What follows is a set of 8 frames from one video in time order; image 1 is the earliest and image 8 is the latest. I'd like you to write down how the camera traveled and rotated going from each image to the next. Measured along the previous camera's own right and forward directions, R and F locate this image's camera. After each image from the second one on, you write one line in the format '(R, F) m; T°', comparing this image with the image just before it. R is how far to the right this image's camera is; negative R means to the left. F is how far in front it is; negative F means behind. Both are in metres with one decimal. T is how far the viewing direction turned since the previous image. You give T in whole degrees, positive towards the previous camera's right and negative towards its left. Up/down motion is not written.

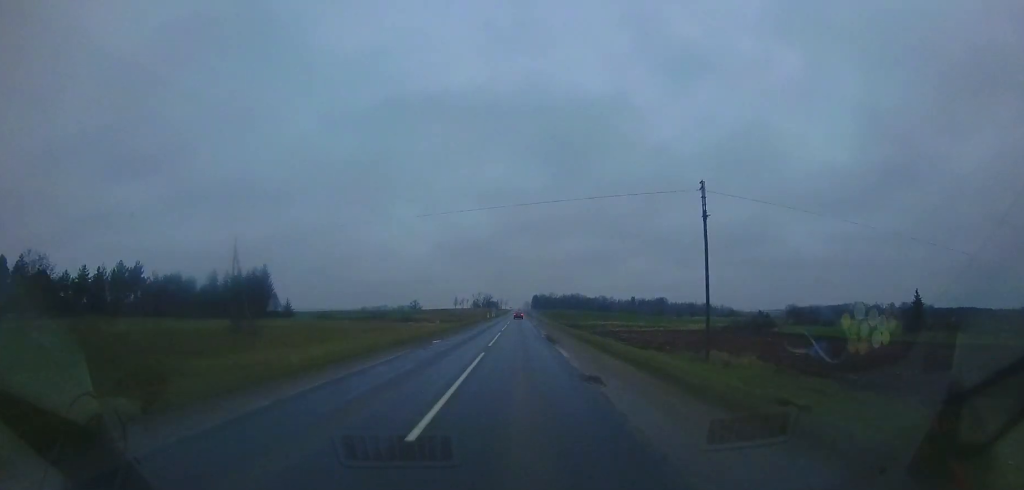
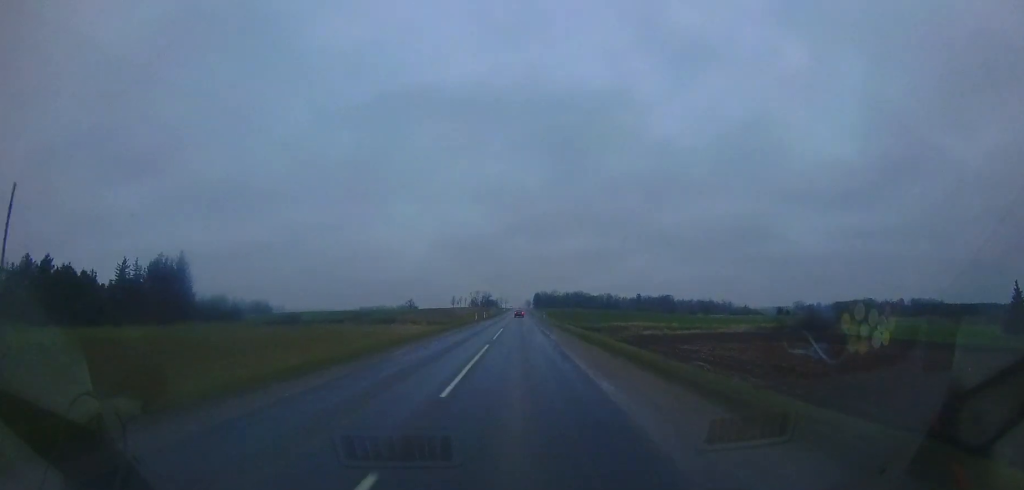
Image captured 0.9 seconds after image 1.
(+0.1, +22.5) m; 0°
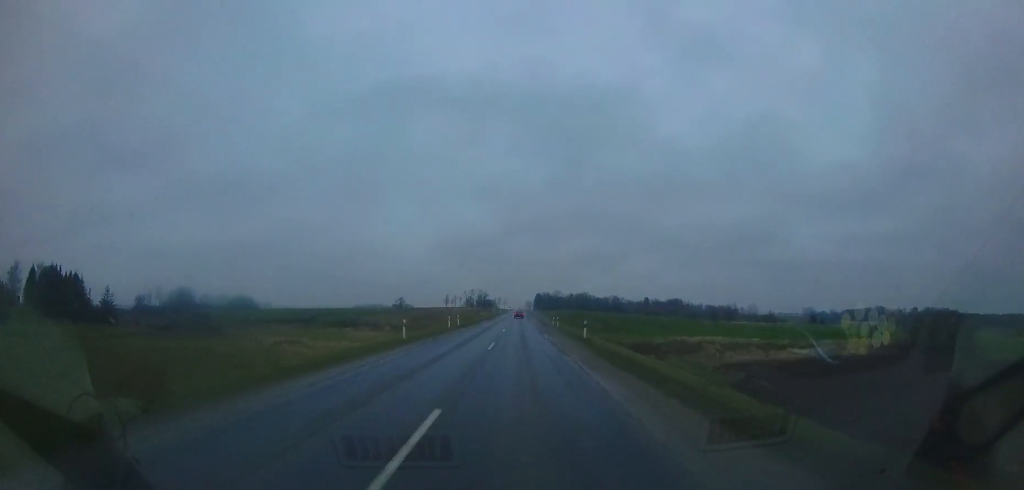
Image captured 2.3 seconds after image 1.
(+0.3, +34.2) m; 0°
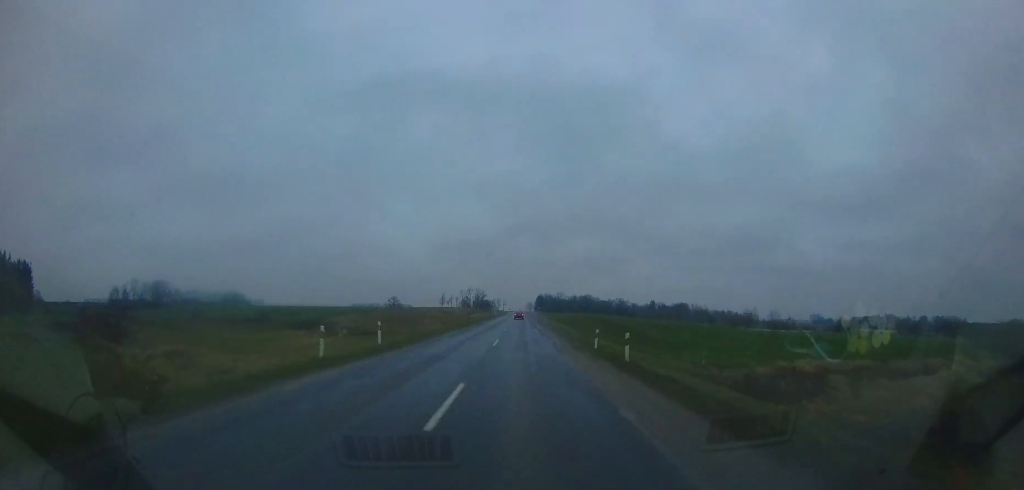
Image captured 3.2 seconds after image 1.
(-0.6, +22.1) m; -1°
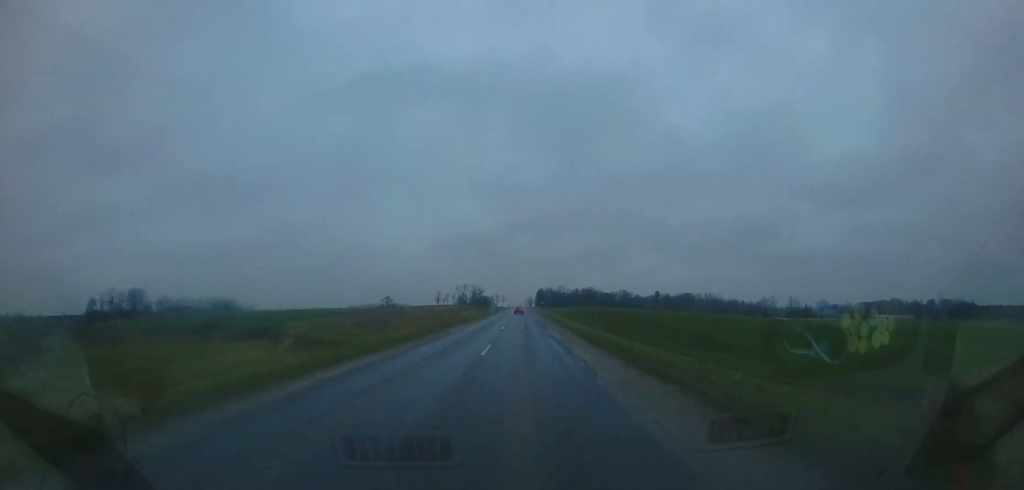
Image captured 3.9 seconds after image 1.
(+0.1, +17.3) m; 0°
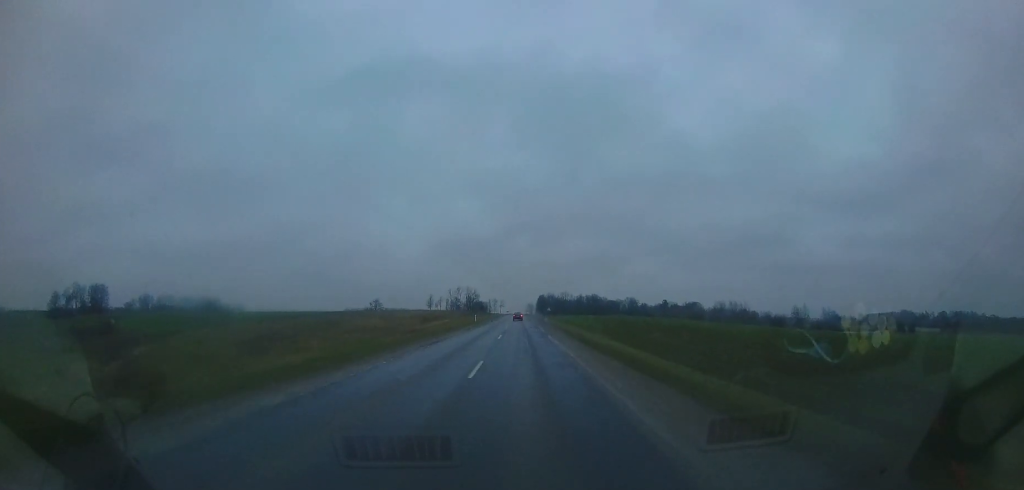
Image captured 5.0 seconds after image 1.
(0.0, +26.6) m; +1°
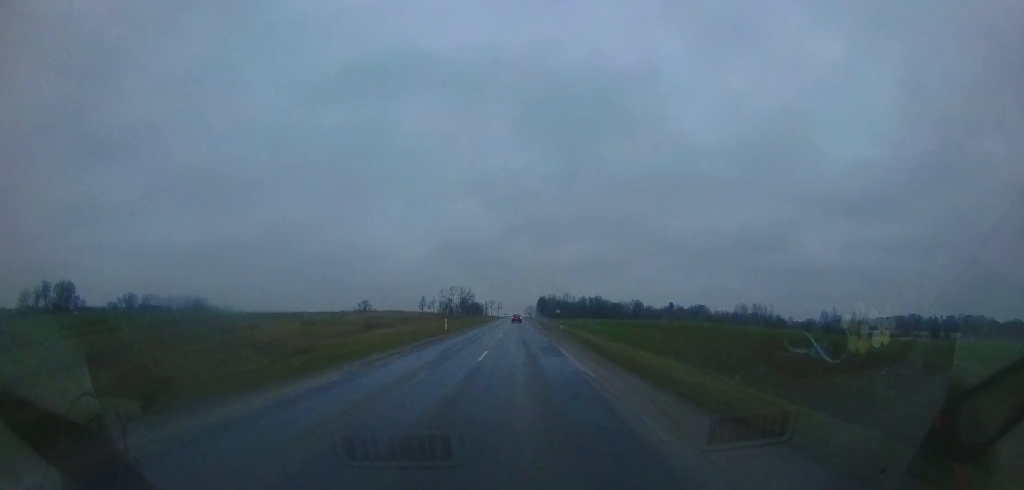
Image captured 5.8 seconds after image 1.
(+0.2, +20.9) m; +1°
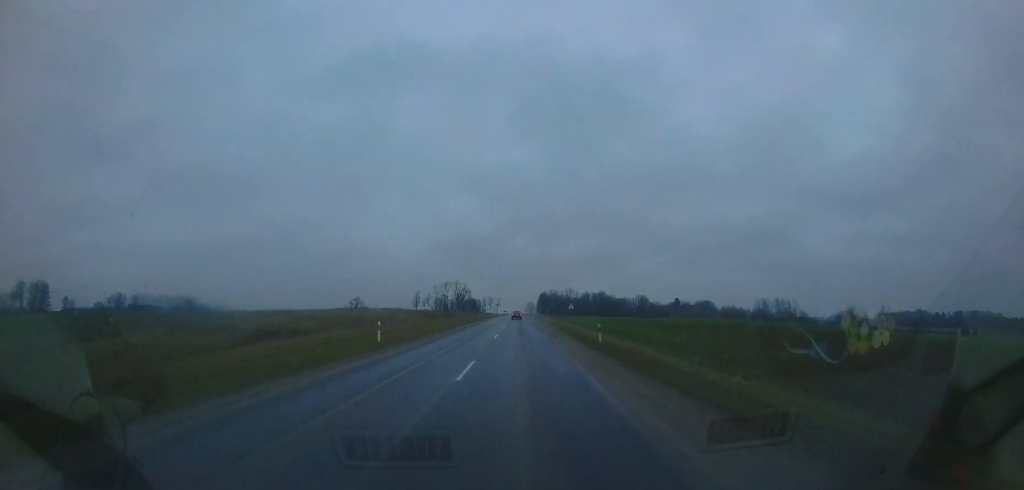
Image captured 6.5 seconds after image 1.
(+0.3, +15.8) m; 0°
